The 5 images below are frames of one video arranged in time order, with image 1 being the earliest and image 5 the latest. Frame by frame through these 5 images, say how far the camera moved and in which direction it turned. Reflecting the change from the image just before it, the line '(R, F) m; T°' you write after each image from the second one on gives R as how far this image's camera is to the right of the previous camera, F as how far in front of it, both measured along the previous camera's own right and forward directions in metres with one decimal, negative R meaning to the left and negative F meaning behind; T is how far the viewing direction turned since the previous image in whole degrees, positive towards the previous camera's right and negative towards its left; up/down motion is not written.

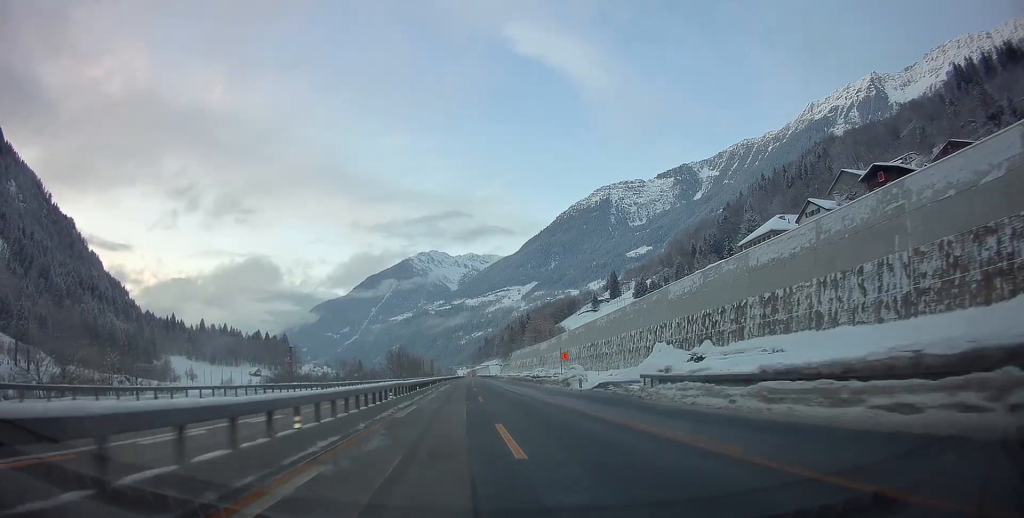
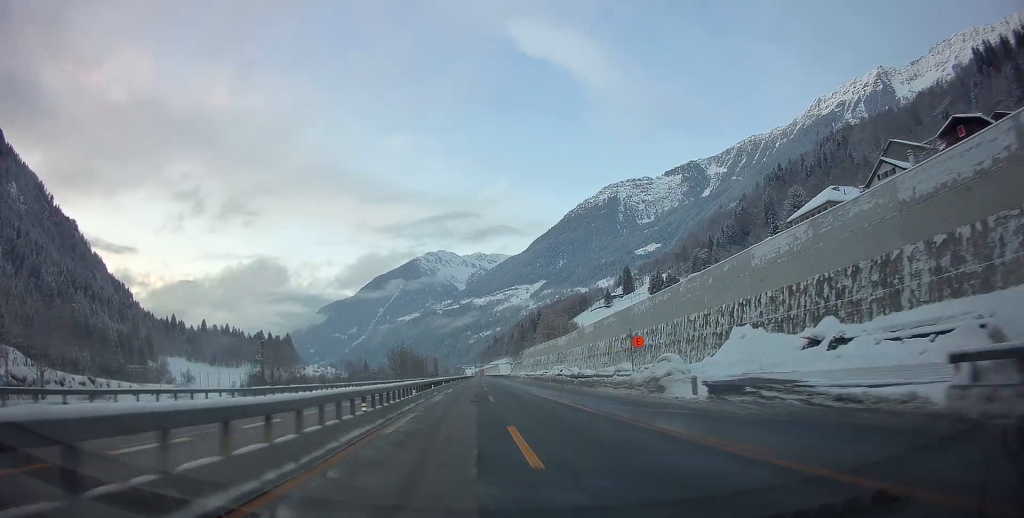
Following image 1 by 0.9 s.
(+0.1, +19.4) m; 0°
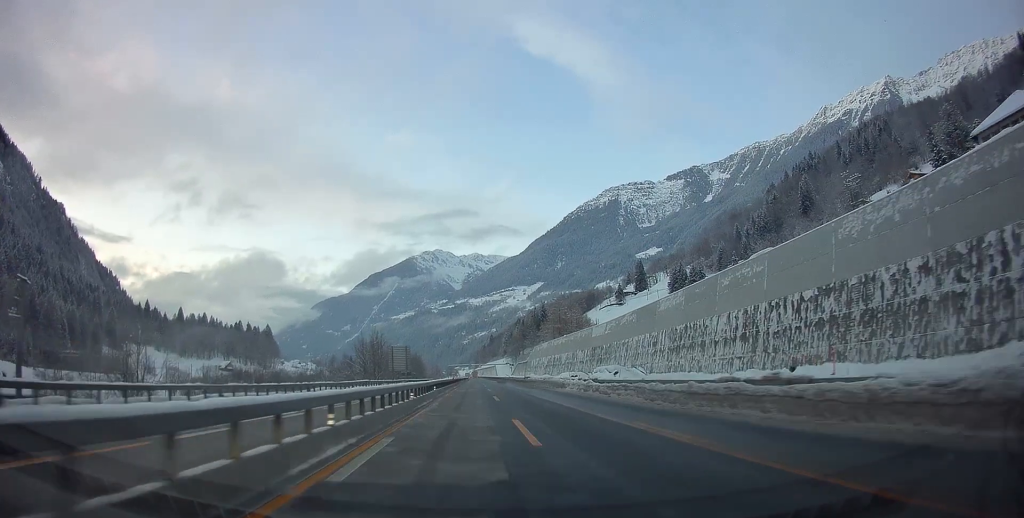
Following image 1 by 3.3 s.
(0.0, +52.3) m; 0°
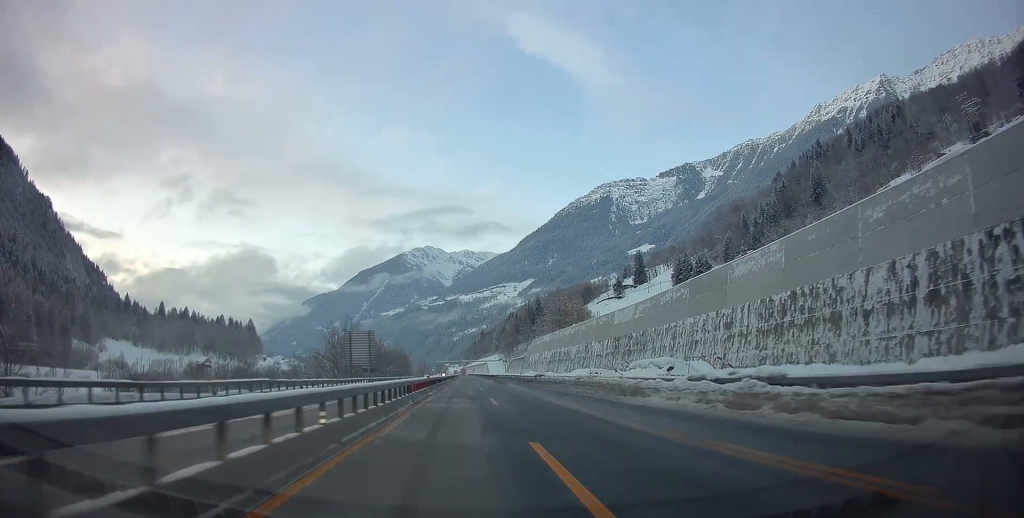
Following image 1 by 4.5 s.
(+0.1, +24.3) m; 0°
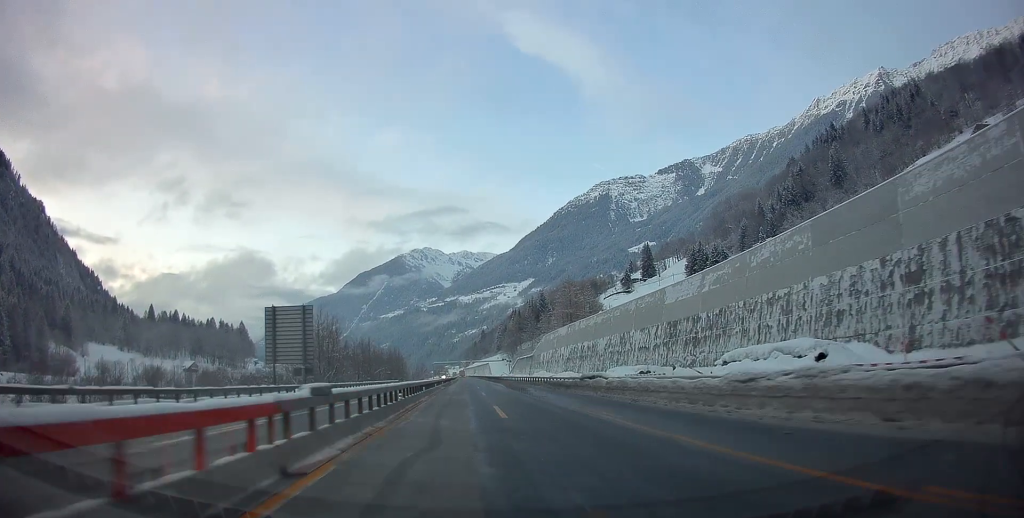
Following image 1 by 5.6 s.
(0.0, +24.3) m; 0°
